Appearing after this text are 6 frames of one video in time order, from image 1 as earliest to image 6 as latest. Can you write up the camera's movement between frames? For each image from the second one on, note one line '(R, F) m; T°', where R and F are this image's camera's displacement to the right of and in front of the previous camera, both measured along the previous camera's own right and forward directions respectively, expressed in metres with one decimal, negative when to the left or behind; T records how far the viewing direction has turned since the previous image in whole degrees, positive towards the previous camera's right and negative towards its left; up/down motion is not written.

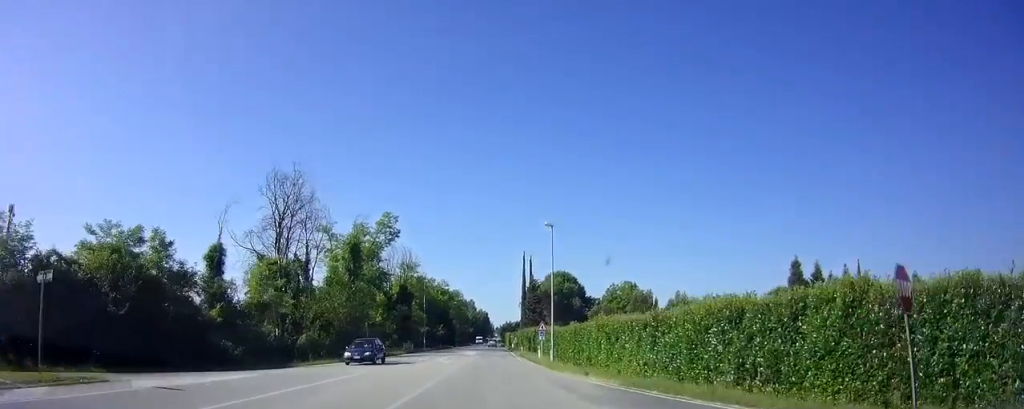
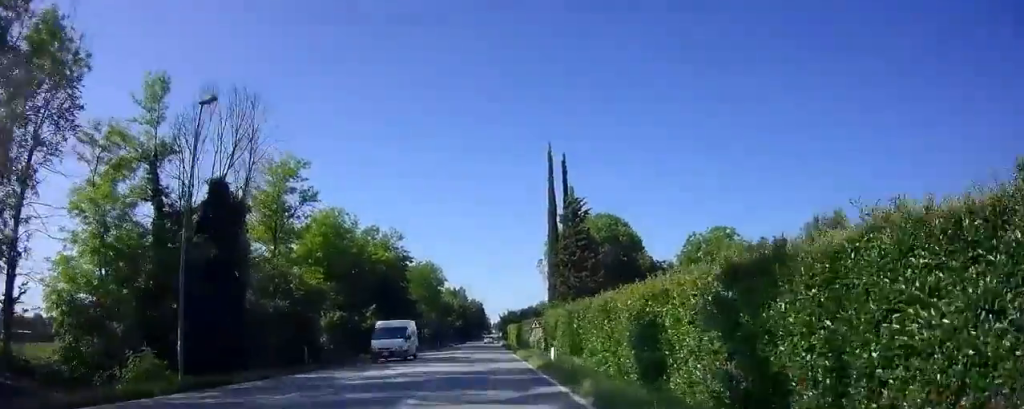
(-0.2, +55.6) m; 0°
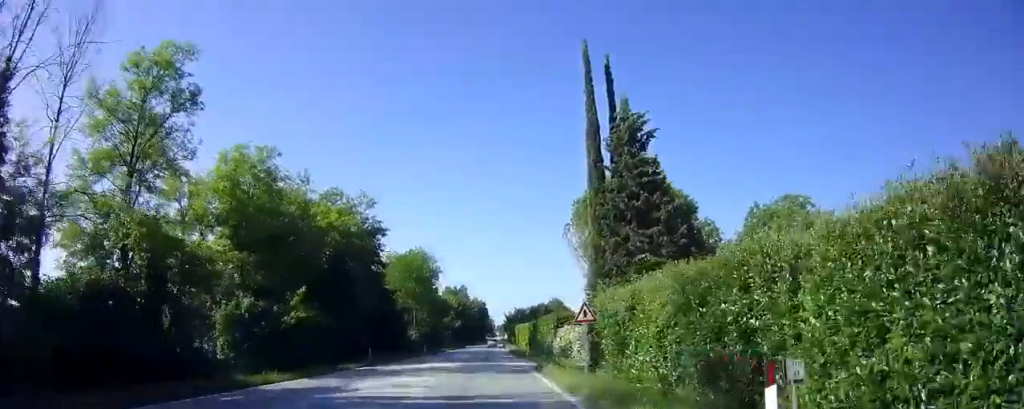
(0.0, +18.5) m; 0°
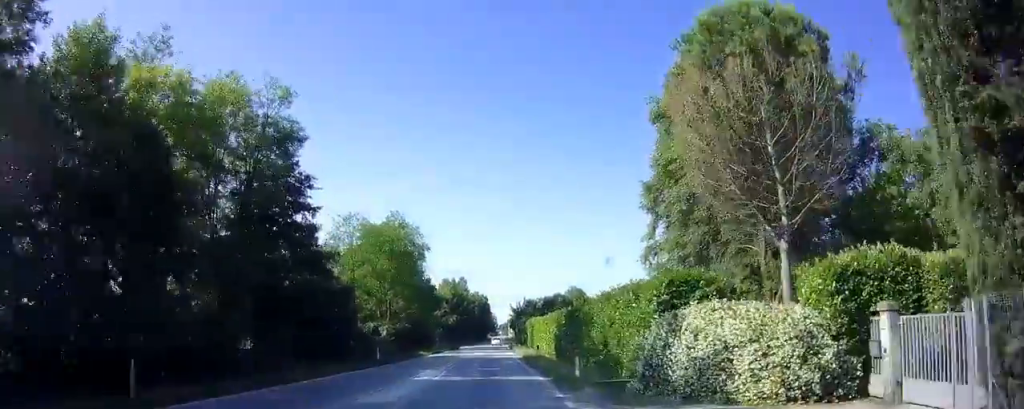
(-0.1, +22.3) m; 0°
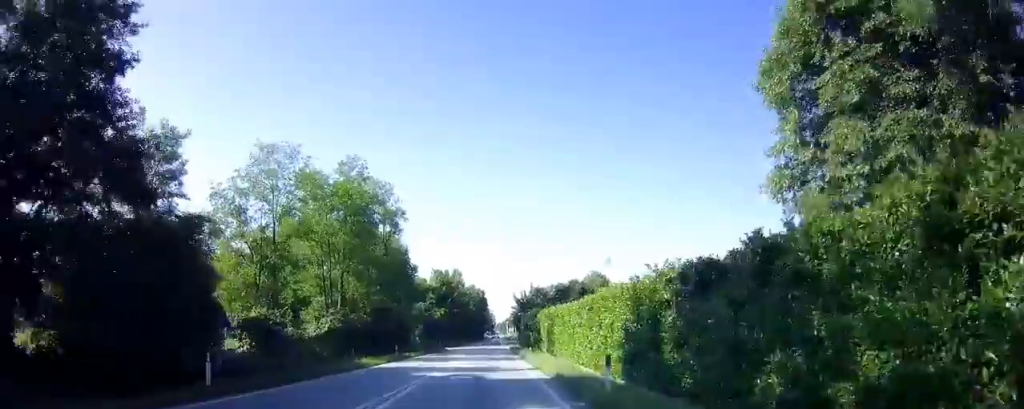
(0.0, +18.7) m; 0°
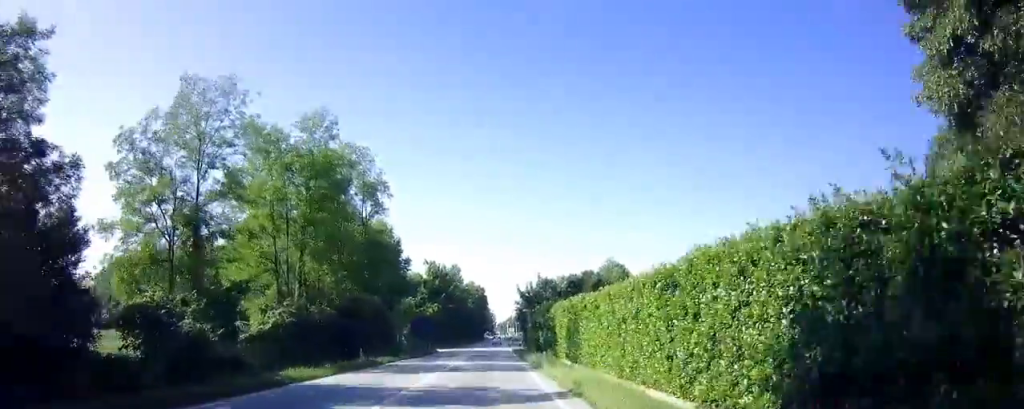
(0.0, +10.0) m; 0°
